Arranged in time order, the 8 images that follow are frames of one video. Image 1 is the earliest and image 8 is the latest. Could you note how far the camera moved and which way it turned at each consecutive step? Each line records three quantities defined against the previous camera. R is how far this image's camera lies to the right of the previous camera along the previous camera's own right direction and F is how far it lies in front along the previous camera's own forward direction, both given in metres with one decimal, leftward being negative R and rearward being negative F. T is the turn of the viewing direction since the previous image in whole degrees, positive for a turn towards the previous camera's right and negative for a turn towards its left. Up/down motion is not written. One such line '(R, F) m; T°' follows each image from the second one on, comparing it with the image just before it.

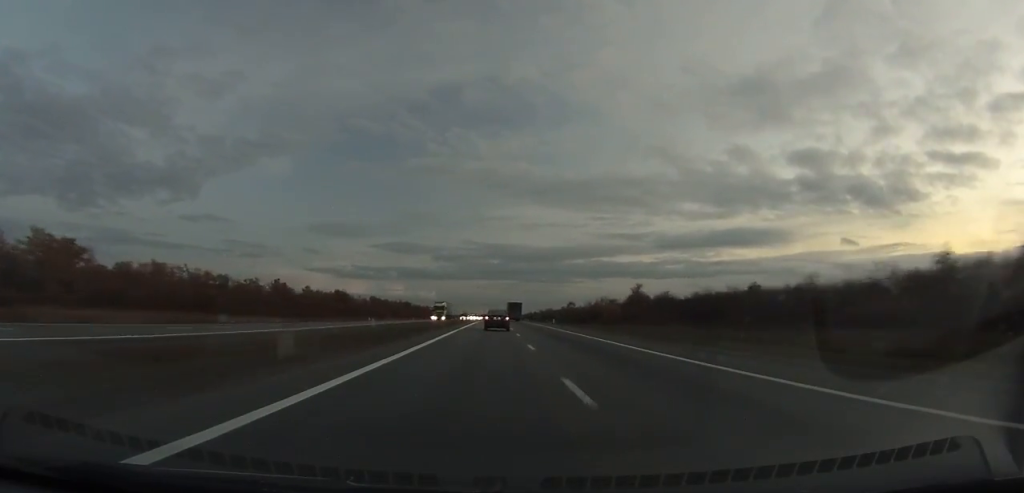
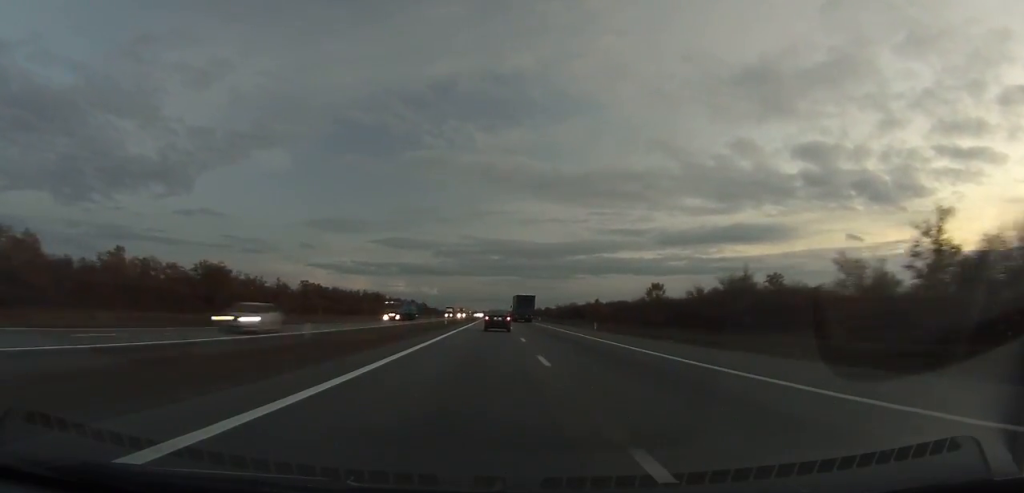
(+0.1, +105.3) m; 0°
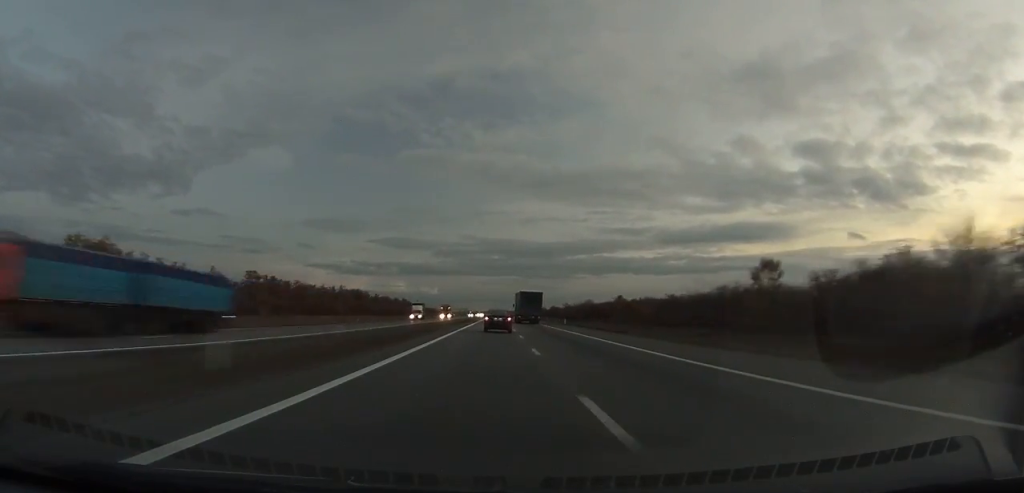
(-0.1, +40.3) m; 0°
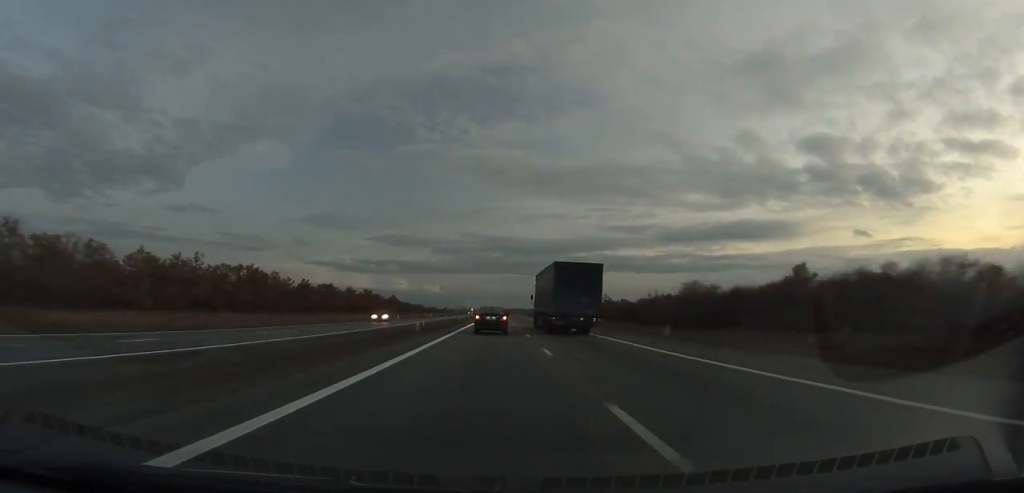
(-0.1, +109.6) m; 0°
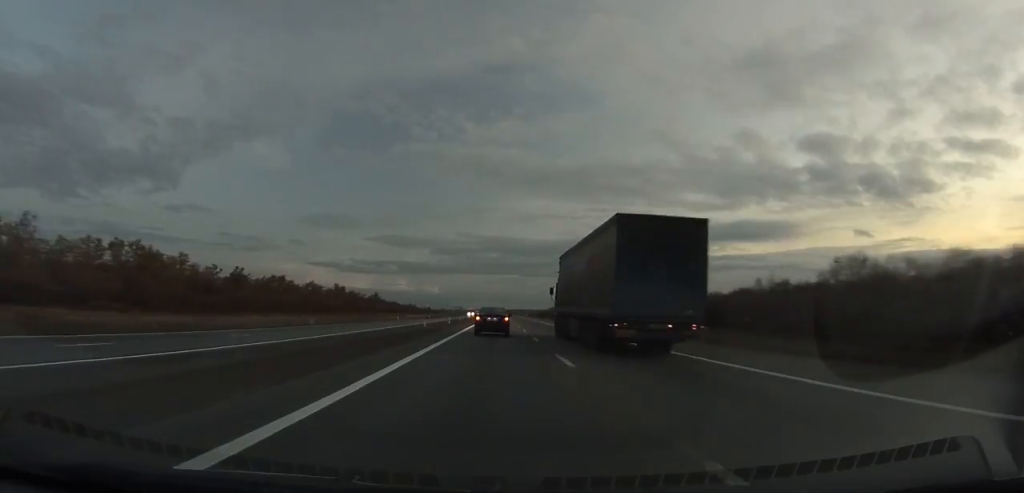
(0.0, +48.2) m; 0°
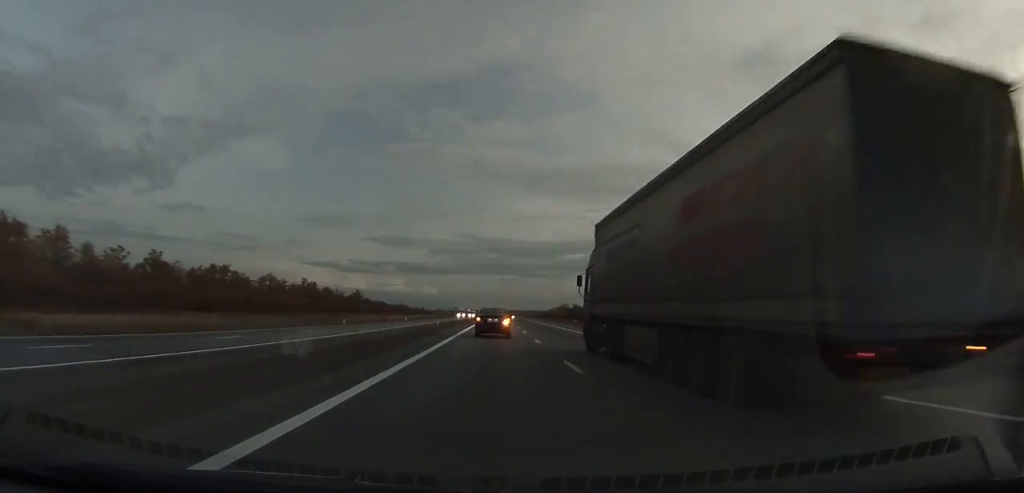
(0.0, +37.2) m; 0°
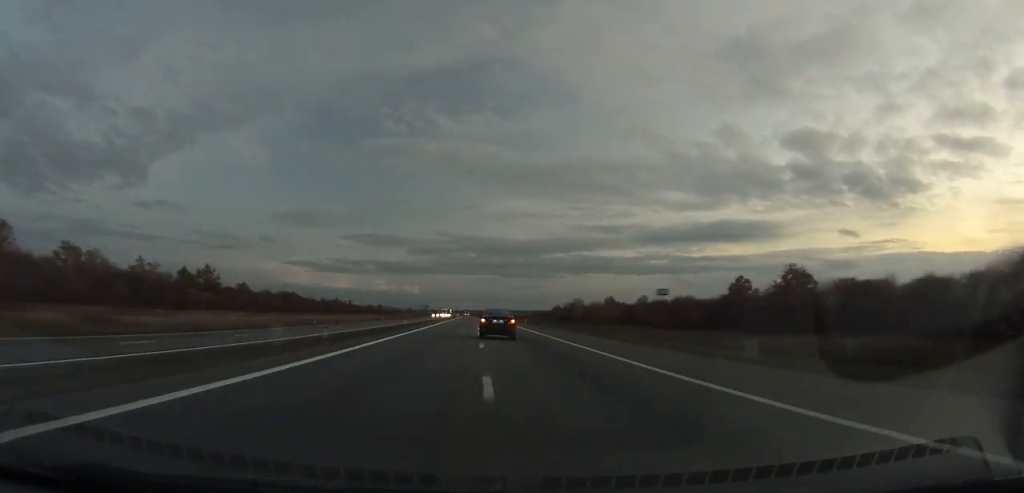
(+1.0, +136.8) m; +1°
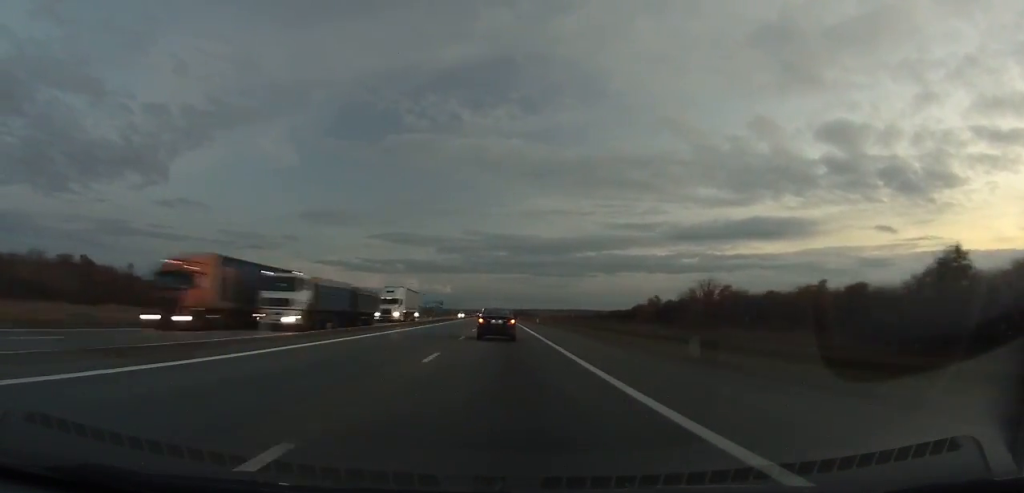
(-0.6, +138.3) m; -1°
